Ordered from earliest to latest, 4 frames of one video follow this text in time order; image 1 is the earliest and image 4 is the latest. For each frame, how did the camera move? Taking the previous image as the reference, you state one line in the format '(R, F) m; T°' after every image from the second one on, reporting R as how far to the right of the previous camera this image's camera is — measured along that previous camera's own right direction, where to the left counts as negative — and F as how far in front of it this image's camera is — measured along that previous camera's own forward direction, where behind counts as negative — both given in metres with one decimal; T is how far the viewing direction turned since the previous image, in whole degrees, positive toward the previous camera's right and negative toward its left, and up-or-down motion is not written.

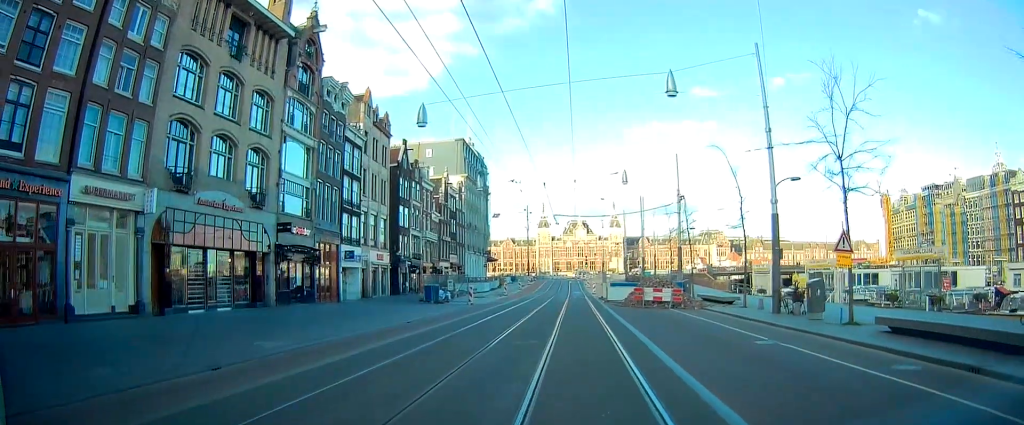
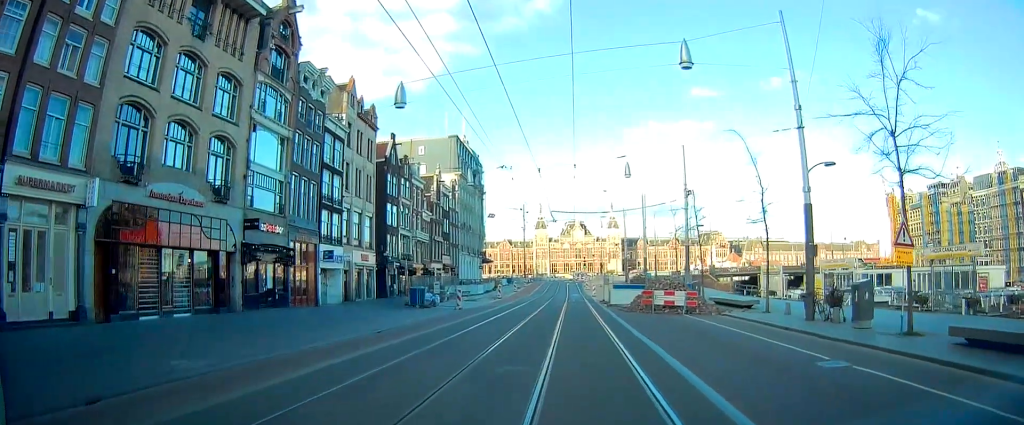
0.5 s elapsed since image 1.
(0.0, +3.6) m; 0°
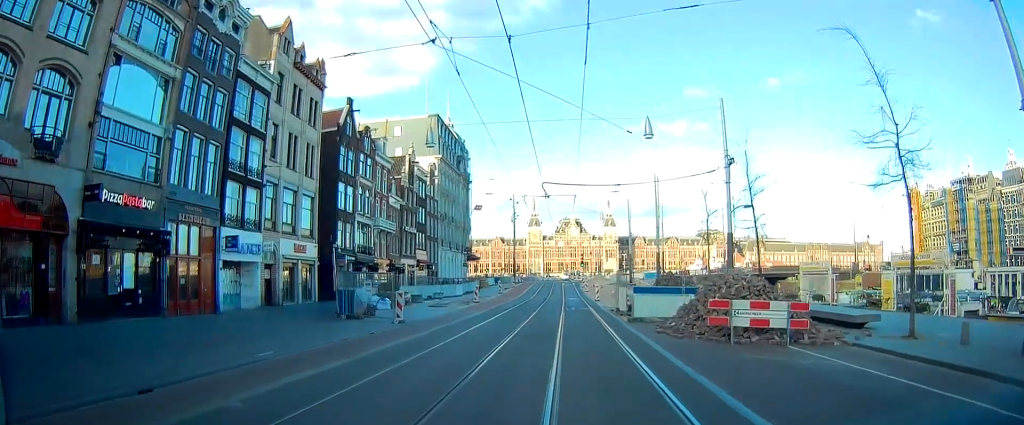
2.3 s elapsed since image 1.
(+0.4, +12.8) m; +4°
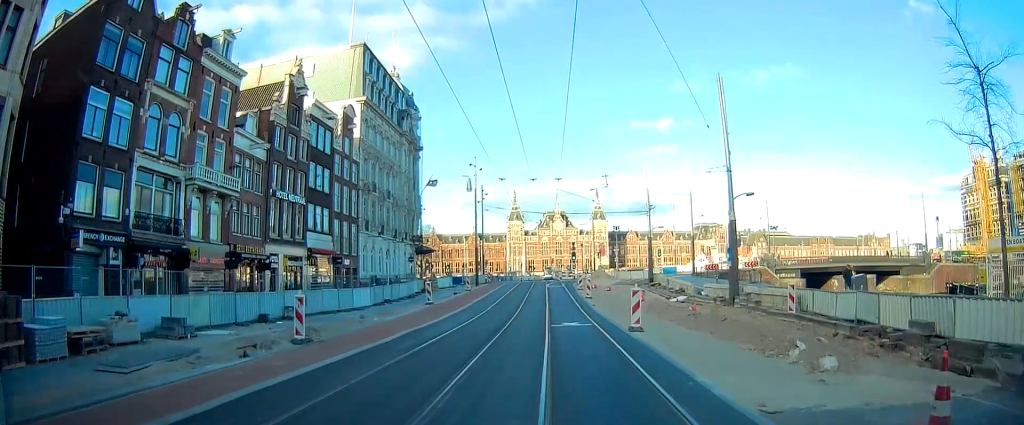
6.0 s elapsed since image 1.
(-0.5, +28.6) m; 0°
